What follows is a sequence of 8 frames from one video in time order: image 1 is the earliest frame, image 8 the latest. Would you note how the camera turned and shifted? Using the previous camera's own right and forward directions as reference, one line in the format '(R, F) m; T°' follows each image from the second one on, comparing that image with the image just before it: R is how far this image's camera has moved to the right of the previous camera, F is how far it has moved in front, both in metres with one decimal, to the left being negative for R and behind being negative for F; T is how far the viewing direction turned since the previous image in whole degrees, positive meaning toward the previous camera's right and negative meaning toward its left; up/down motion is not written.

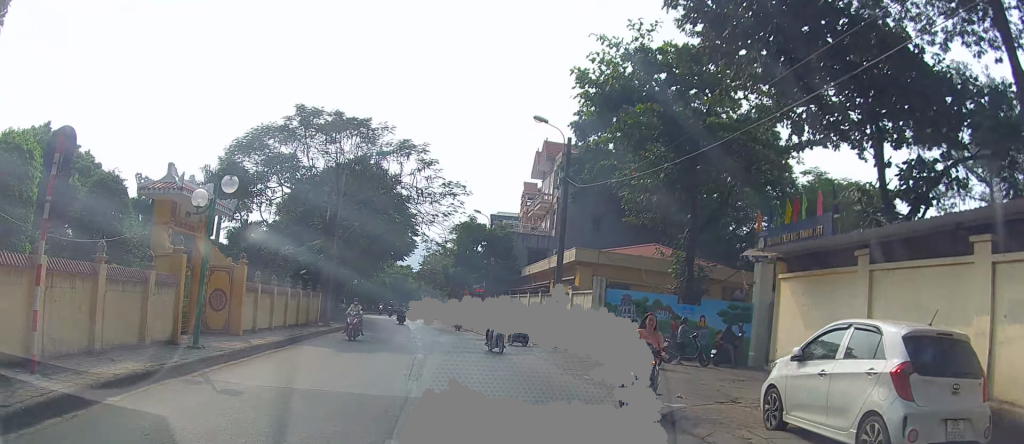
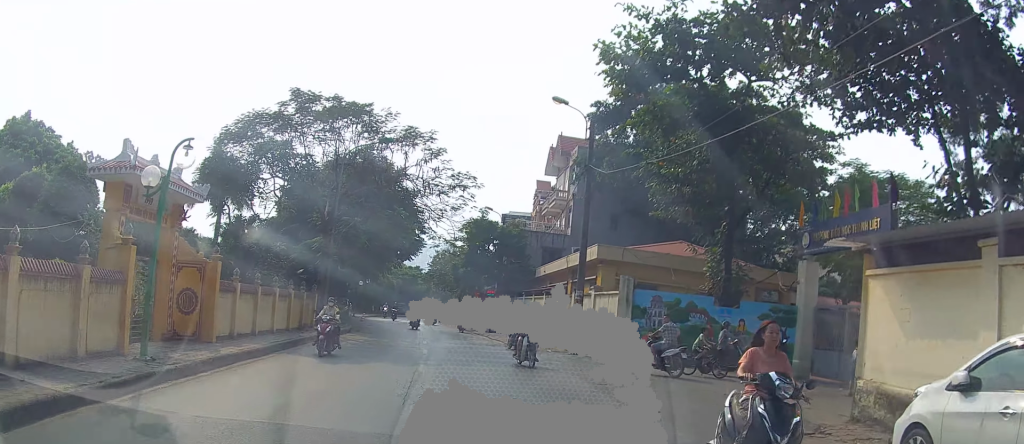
(-0.1, +3.3) m; +3°
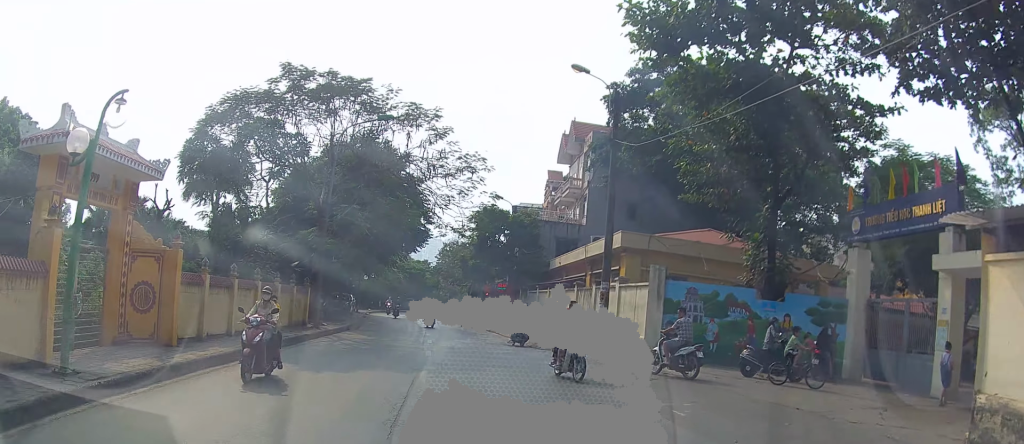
(-0.2, +3.1) m; +2°
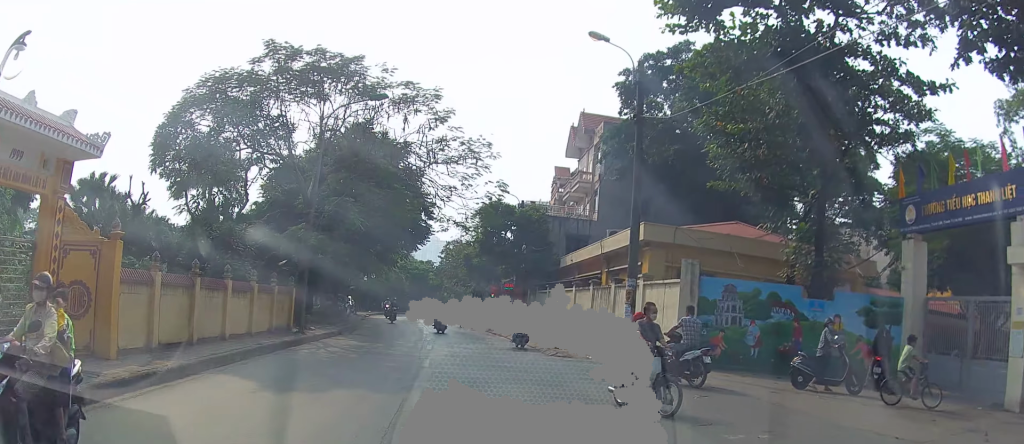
(+0.4, +3.3) m; -1°
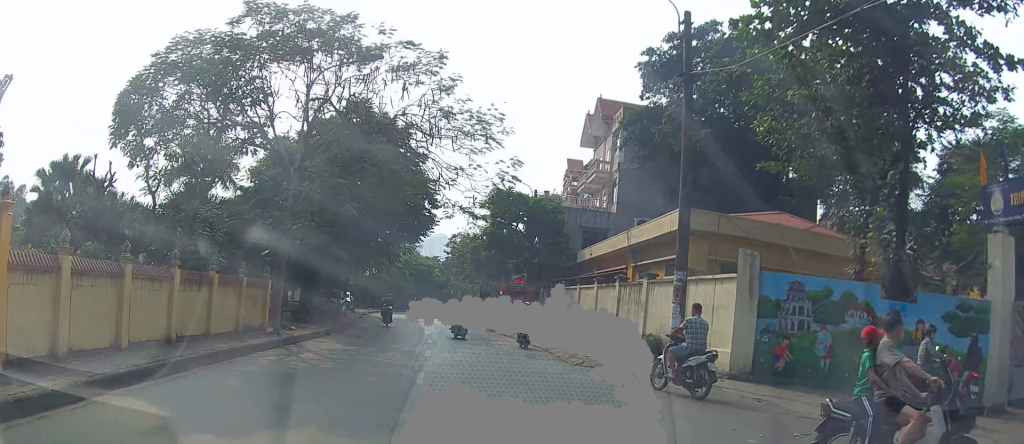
(+0.2, +4.0) m; -2°
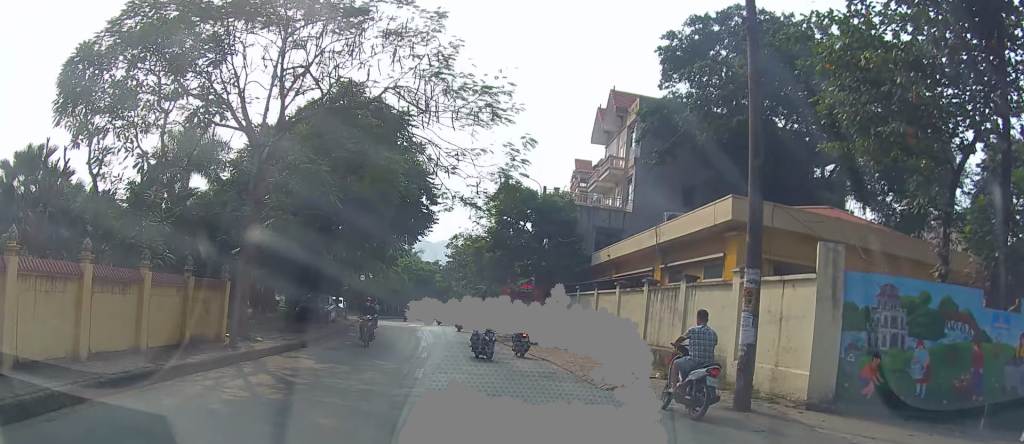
(-0.4, +4.0) m; -5°
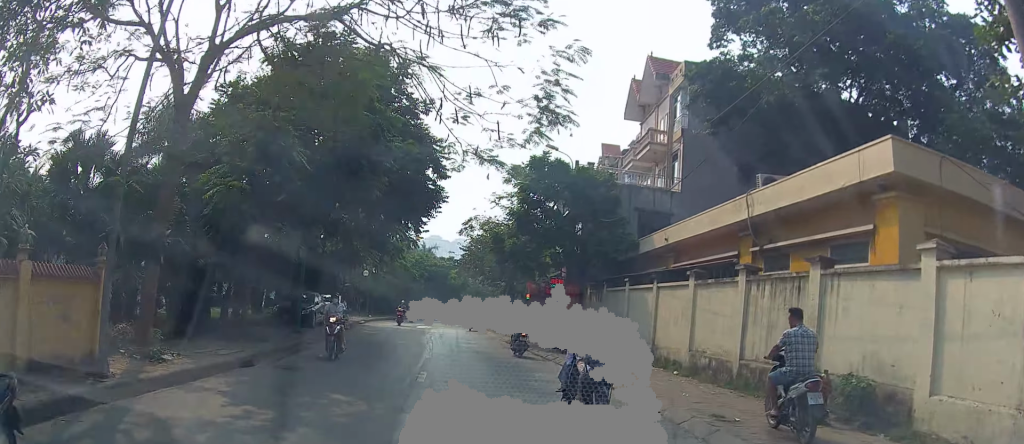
(-0.3, +7.7) m; -6°
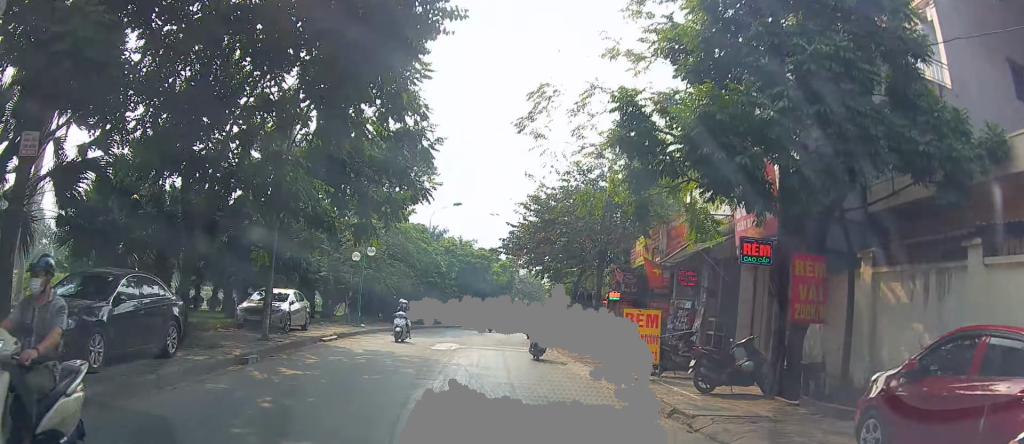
(+0.9, +17.4) m; +1°
